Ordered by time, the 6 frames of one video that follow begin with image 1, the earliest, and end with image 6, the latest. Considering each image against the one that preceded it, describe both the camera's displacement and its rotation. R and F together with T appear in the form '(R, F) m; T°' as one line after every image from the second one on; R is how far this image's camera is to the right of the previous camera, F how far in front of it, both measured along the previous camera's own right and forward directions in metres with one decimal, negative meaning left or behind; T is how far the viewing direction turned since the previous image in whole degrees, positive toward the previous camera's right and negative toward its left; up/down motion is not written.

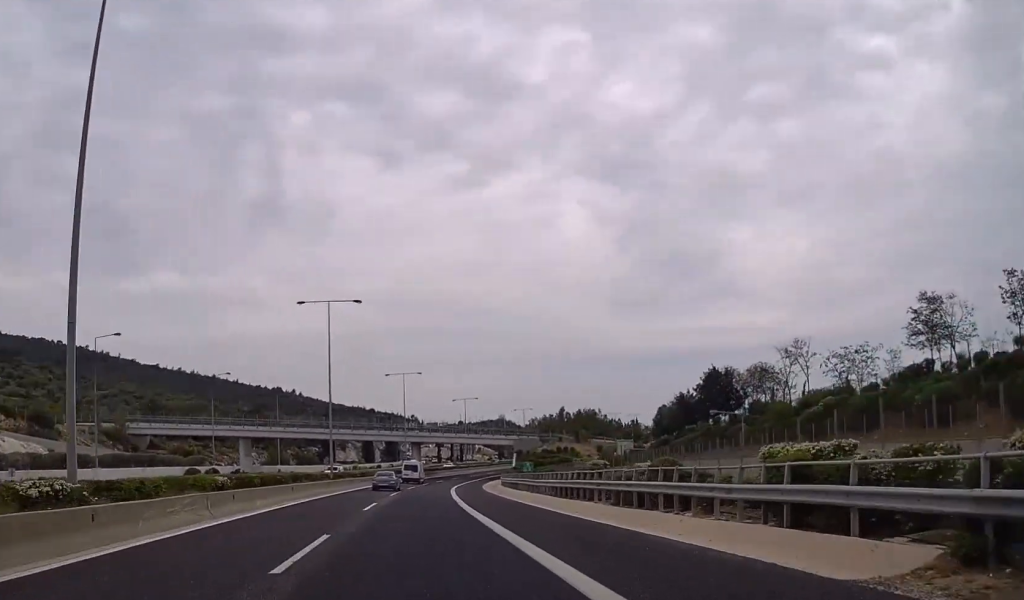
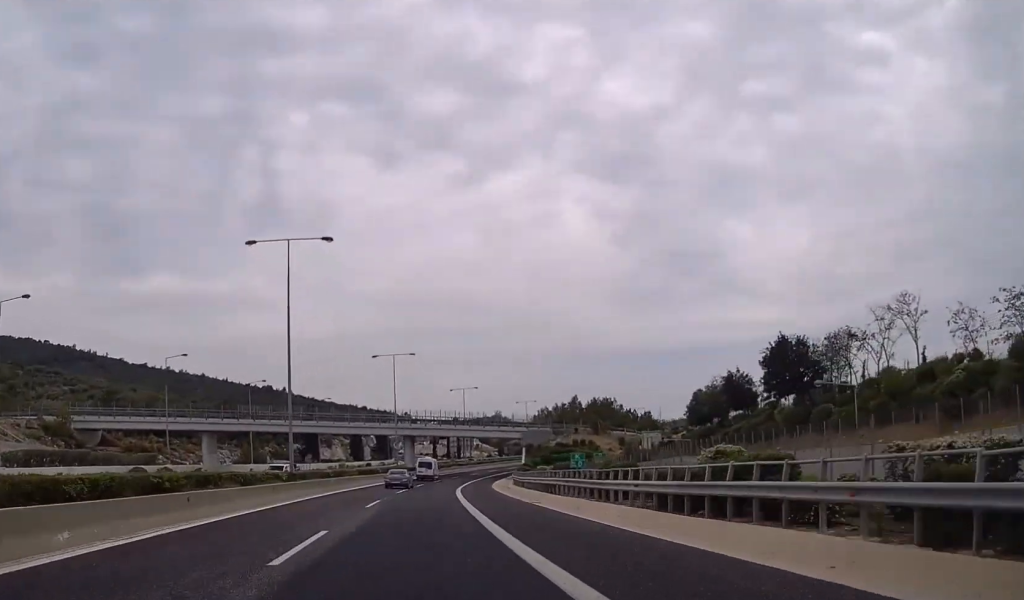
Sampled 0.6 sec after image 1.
(-0.1, +16.9) m; -1°
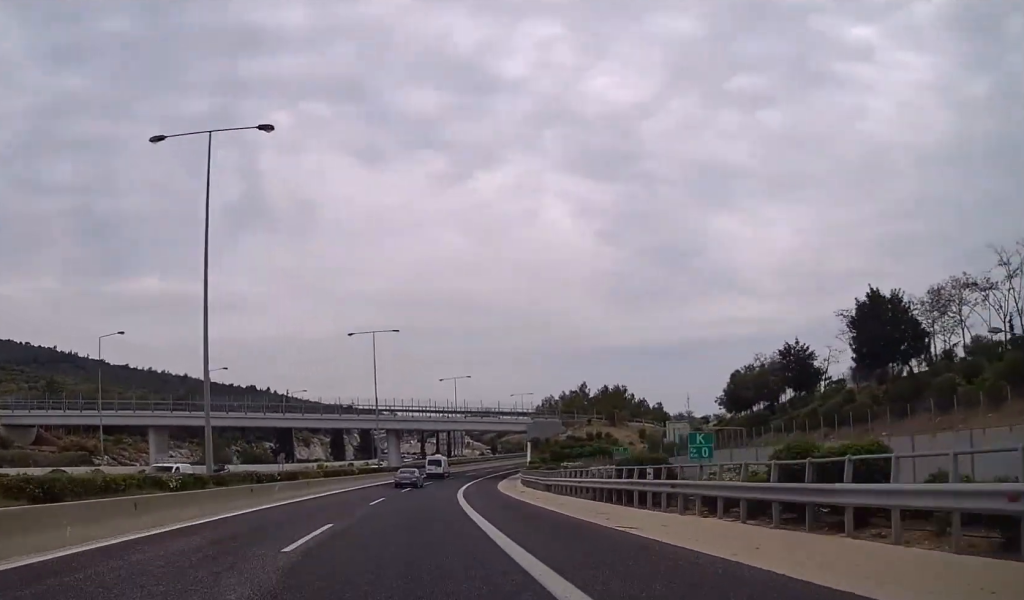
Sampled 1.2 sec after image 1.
(-0.2, +16.2) m; 0°
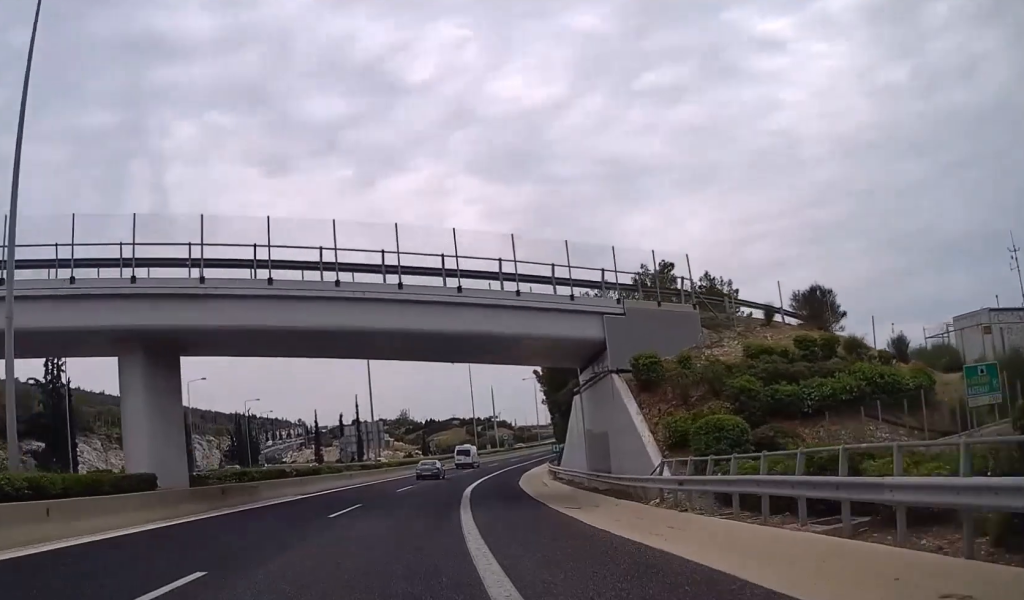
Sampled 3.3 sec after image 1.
(+1.7, +62.3) m; +5°
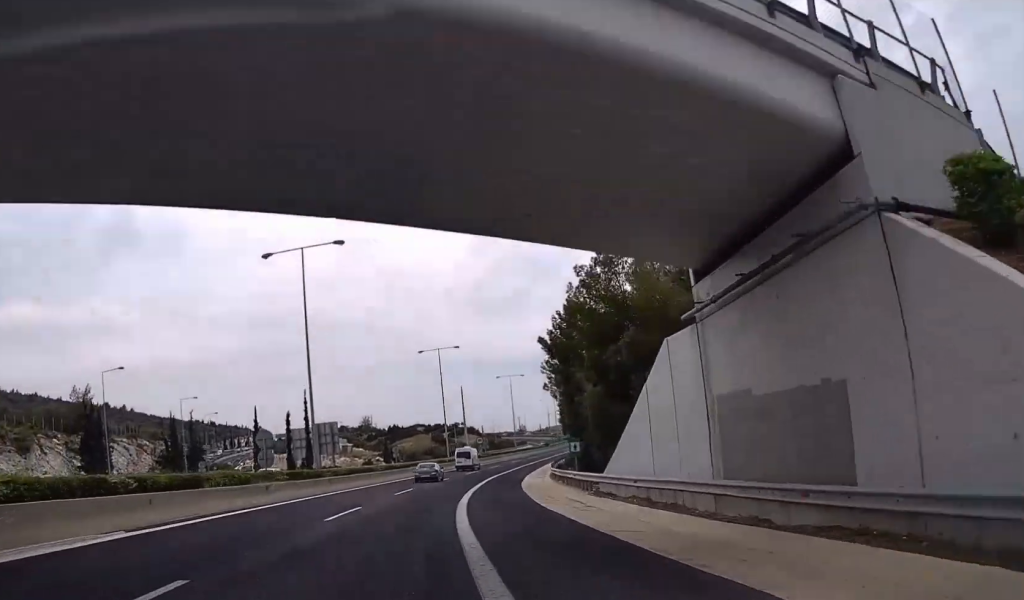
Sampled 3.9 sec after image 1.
(+0.5, +17.3) m; +2°
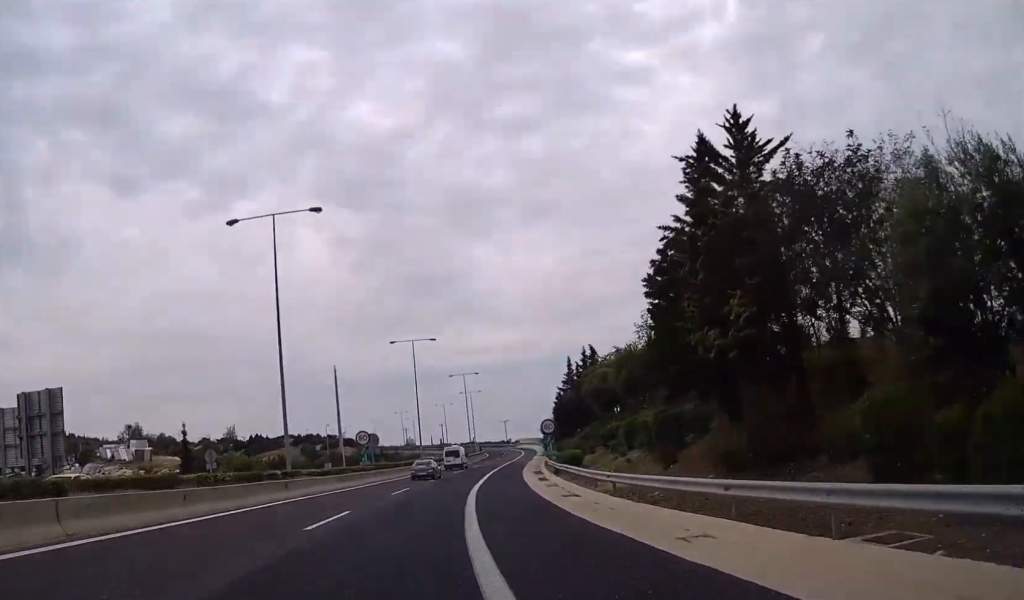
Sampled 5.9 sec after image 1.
(+3.9, +57.0) m; +8°
